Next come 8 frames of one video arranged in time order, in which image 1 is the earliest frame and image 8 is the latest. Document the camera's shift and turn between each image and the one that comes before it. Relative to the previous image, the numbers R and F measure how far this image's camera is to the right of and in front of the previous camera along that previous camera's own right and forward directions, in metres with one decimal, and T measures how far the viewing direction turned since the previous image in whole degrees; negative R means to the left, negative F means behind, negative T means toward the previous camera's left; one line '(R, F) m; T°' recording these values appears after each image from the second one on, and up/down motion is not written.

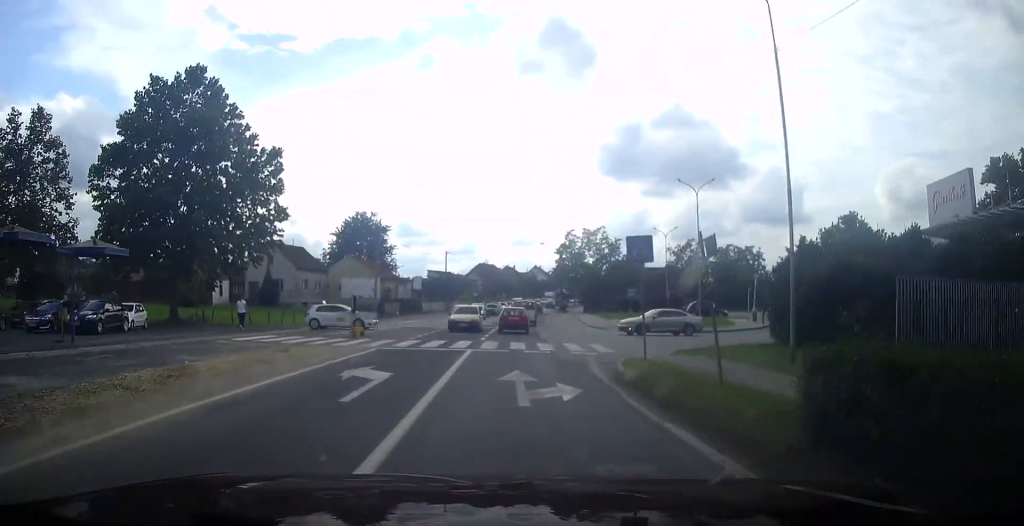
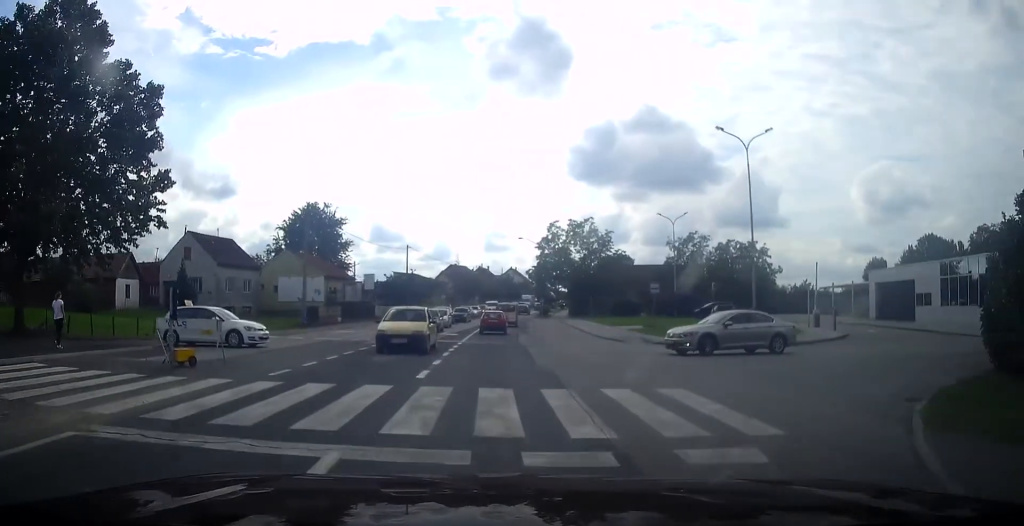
(+0.2, +13.8) m; +2°
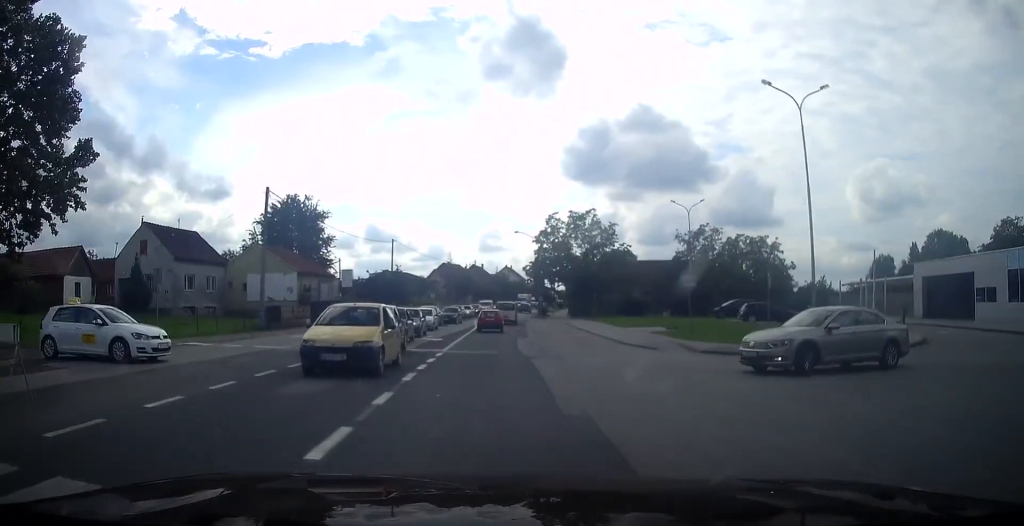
(0.0, +7.0) m; 0°
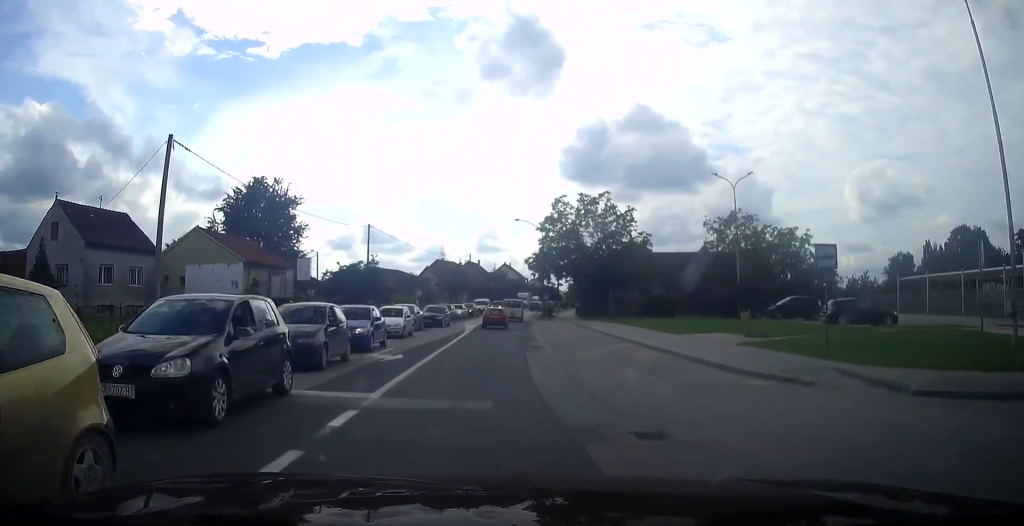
(-0.1, +11.9) m; -3°
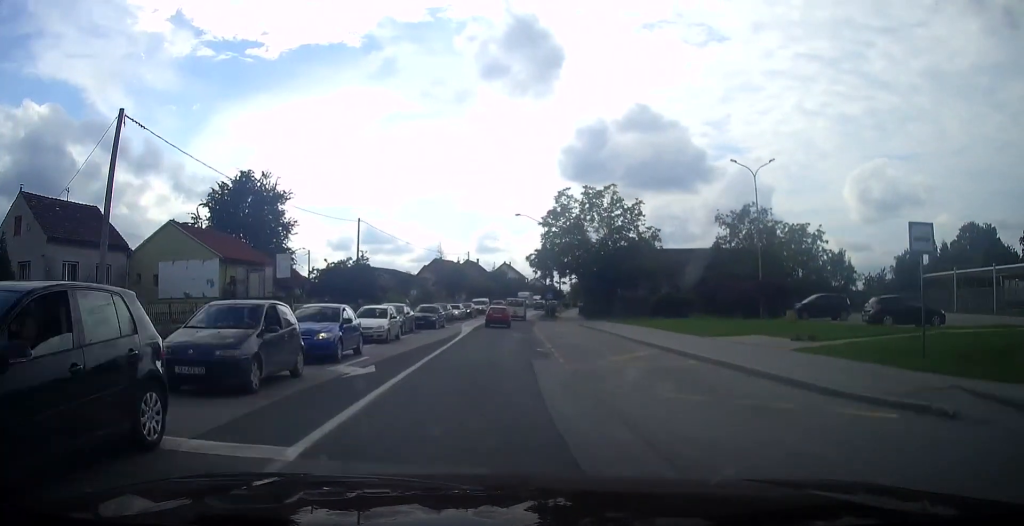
(-0.2, +4.1) m; 0°
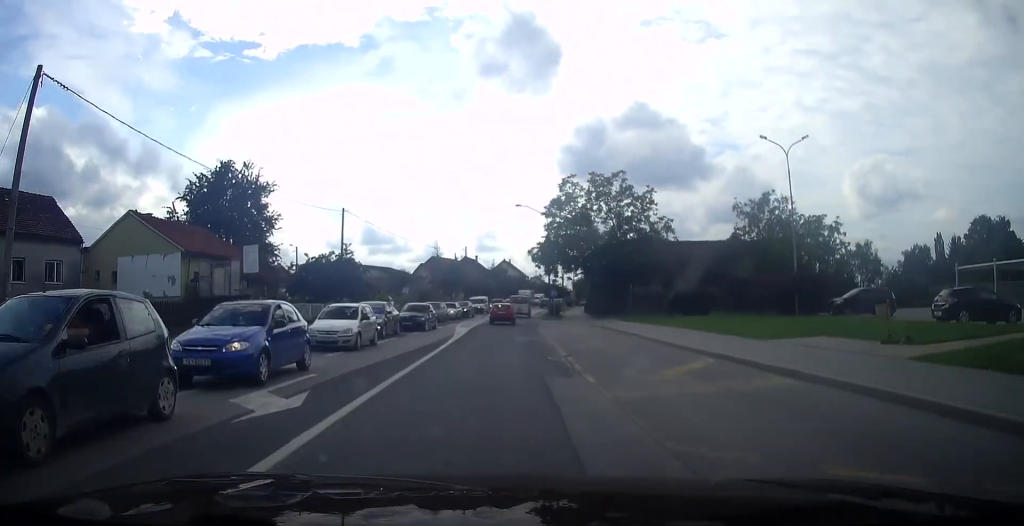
(-0.2, +5.3) m; 0°
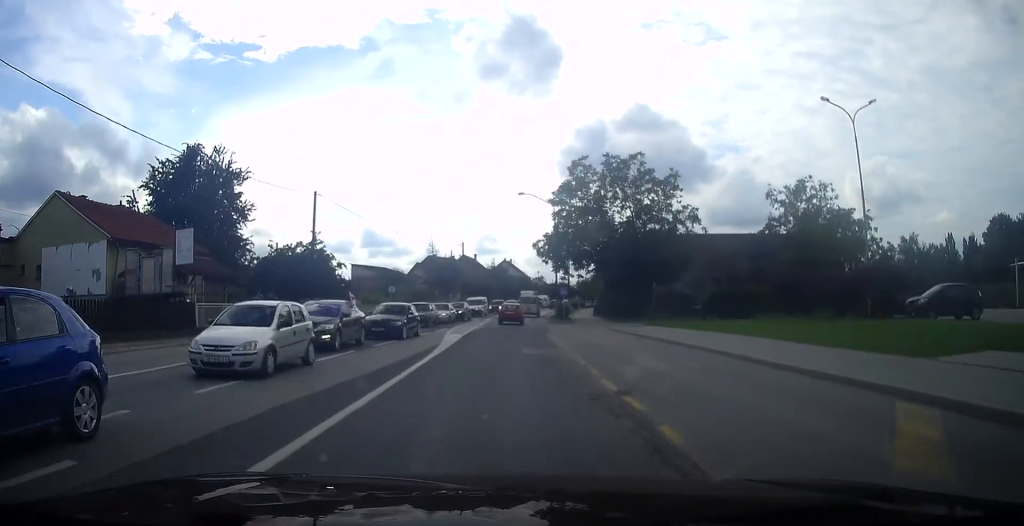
(+0.3, +8.0) m; +2°
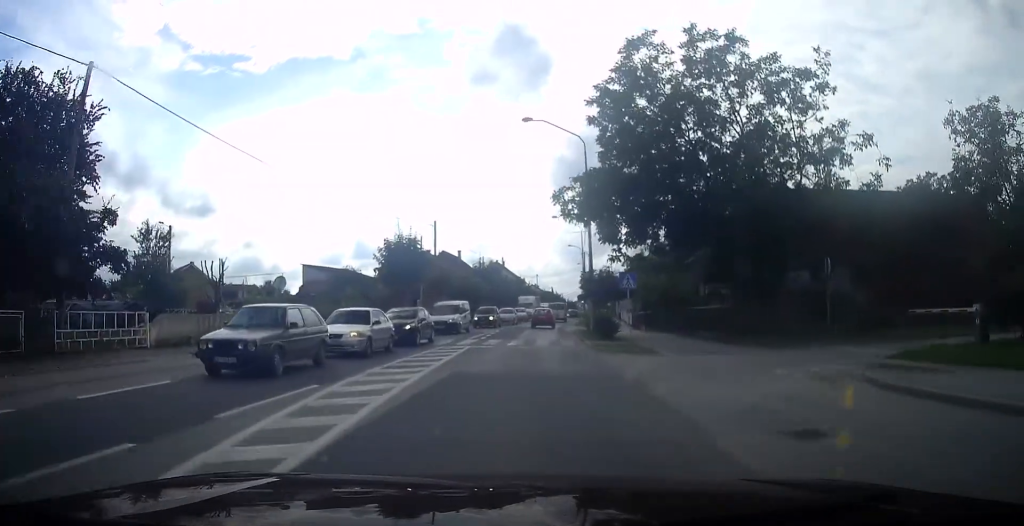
(+0.3, +25.6) m; +1°
